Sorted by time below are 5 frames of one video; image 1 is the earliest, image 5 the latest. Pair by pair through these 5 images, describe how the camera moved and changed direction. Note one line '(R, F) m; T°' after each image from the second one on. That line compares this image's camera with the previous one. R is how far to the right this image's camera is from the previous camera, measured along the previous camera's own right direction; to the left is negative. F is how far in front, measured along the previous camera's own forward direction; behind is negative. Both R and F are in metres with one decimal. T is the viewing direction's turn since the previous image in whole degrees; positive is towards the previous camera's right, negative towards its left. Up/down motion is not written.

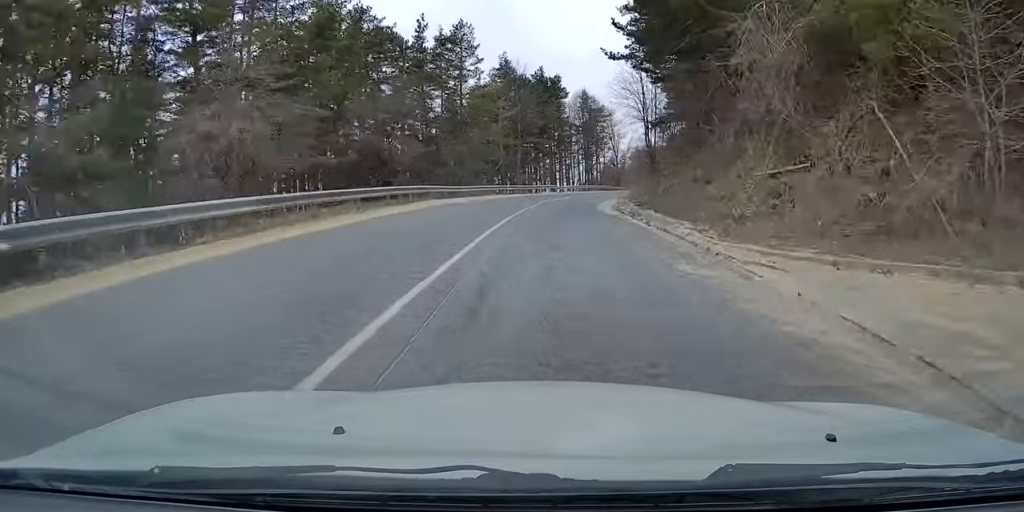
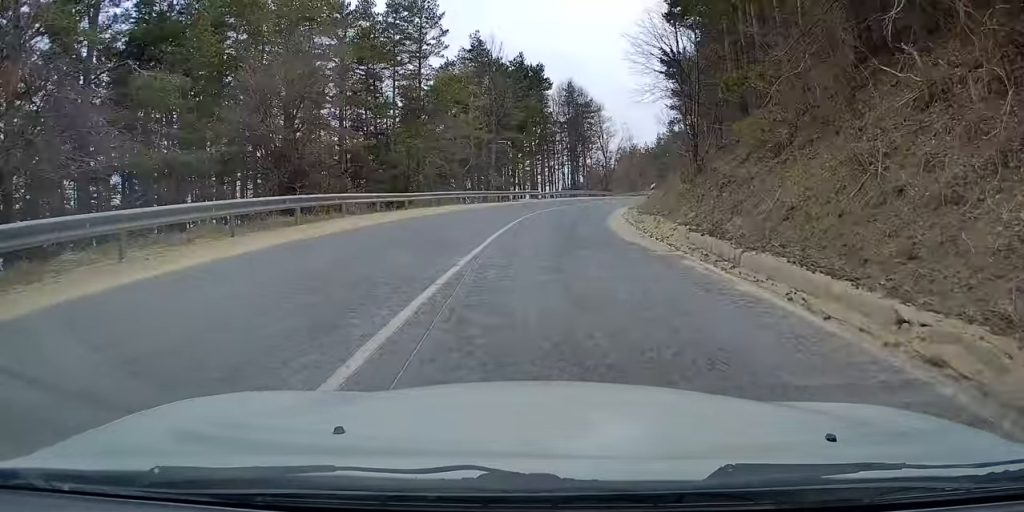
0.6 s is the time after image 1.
(0.0, +12.3) m; +2°
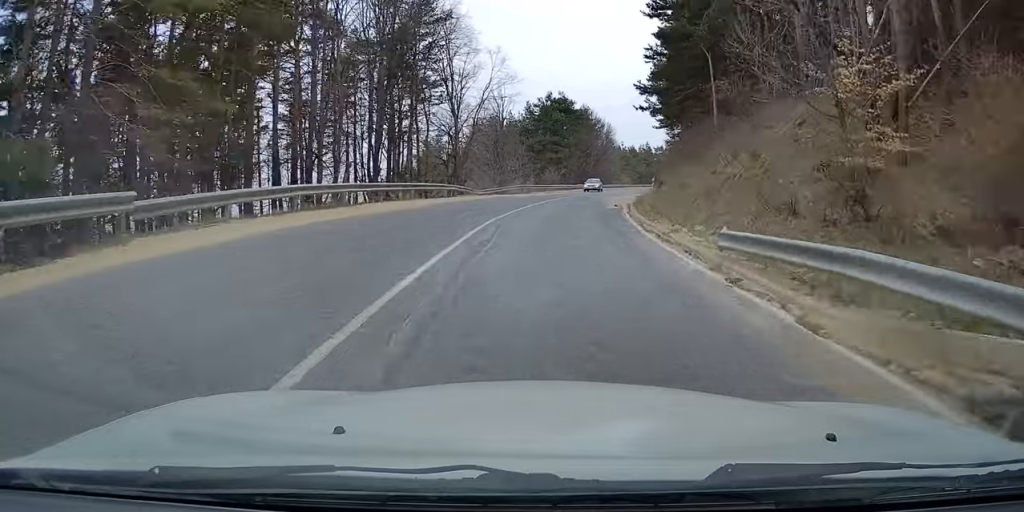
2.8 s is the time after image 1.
(+3.9, +45.1) m; +9°
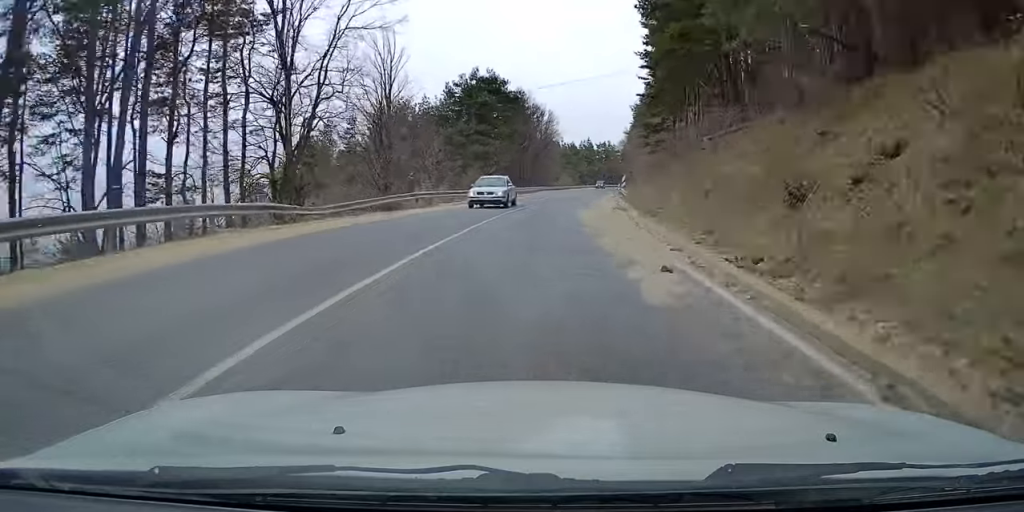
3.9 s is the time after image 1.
(+1.0, +22.4) m; +5°
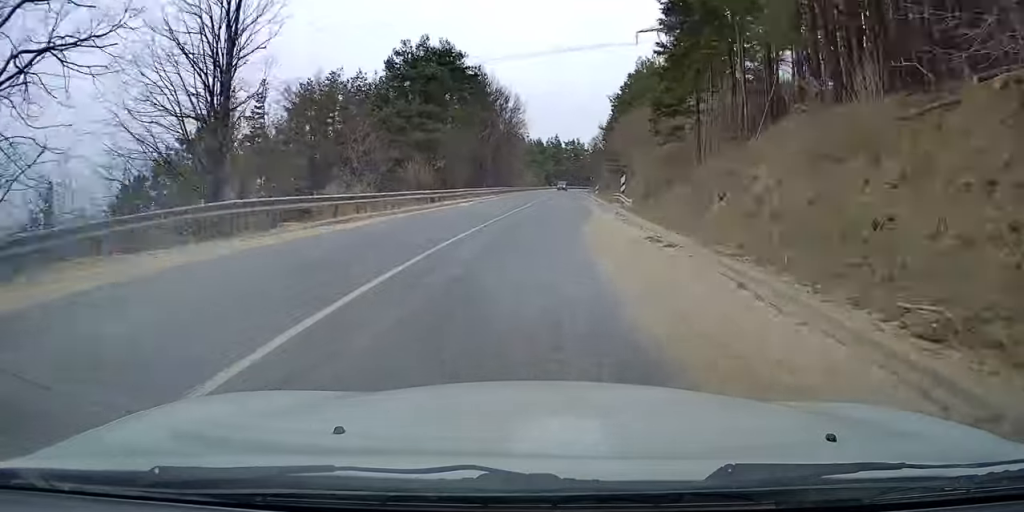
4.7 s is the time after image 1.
(+0.5, +15.6) m; +4°
